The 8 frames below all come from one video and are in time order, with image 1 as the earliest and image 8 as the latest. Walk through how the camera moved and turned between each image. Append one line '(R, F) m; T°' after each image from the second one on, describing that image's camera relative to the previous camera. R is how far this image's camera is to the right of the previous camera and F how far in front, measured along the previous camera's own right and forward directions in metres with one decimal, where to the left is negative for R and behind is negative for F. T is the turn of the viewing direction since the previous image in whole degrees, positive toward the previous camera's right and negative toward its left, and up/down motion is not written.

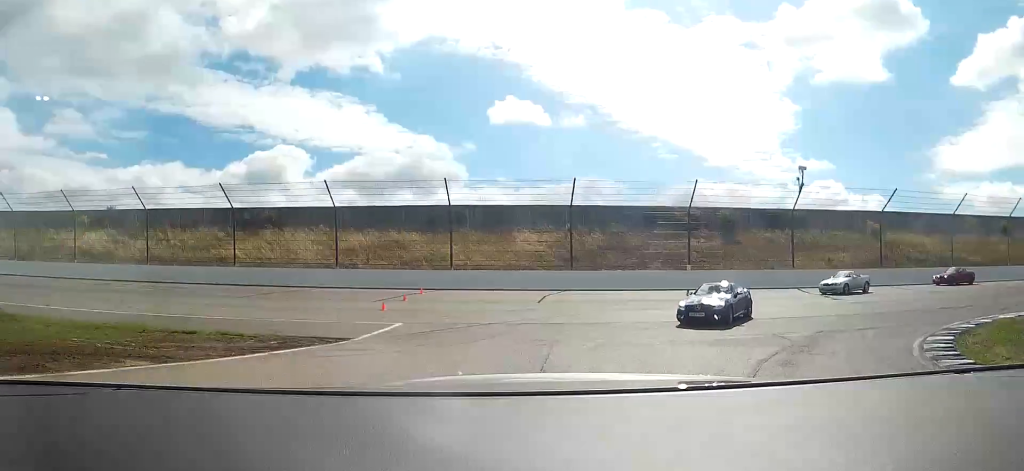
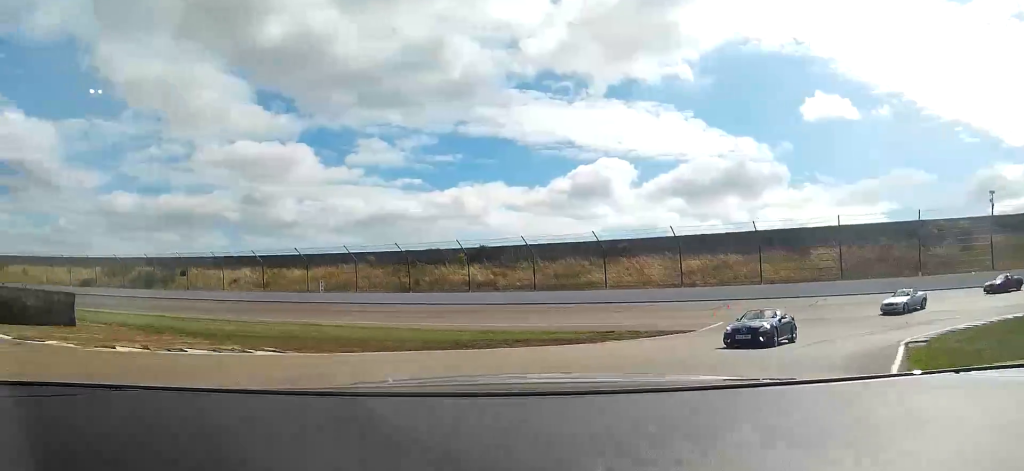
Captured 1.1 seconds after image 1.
(-4.5, +16.3) m; -26°
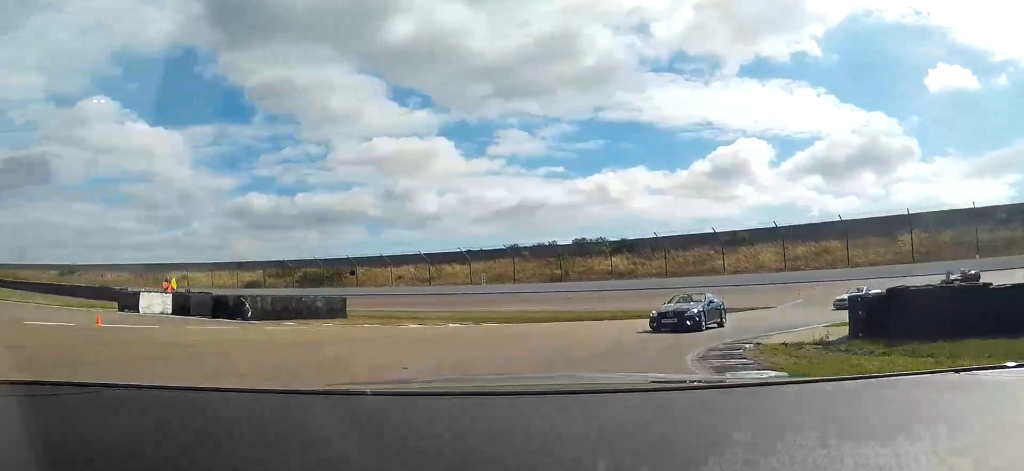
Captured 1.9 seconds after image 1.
(-1.7, +11.9) m; -13°
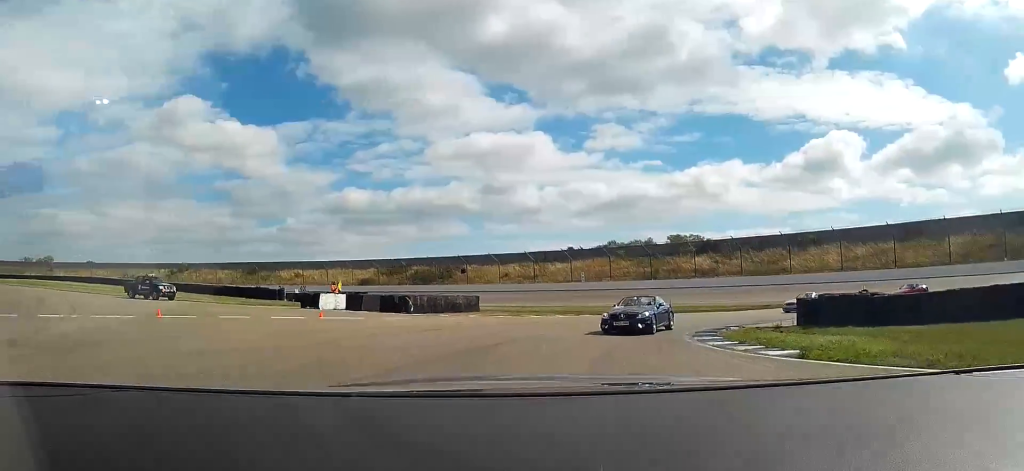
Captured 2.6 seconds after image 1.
(-0.6, +10.5) m; -7°
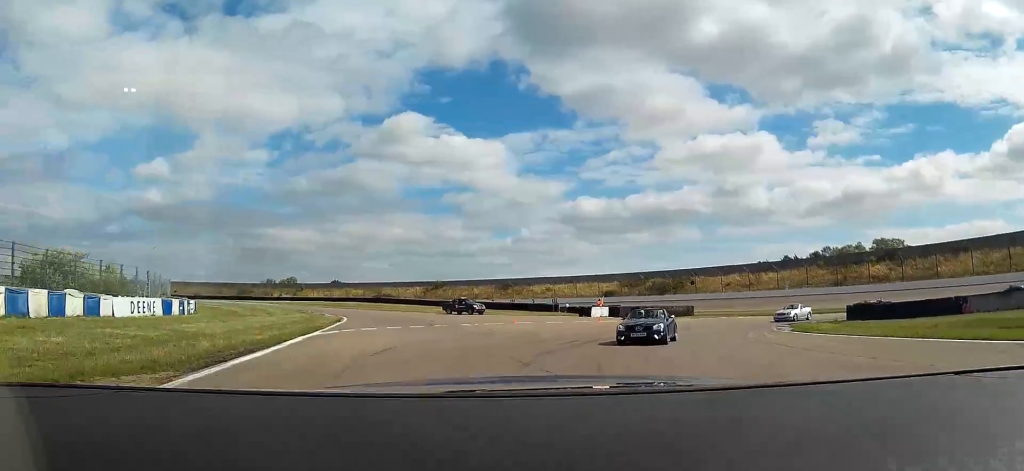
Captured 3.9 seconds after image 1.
(-2.8, +21.6) m; -17°
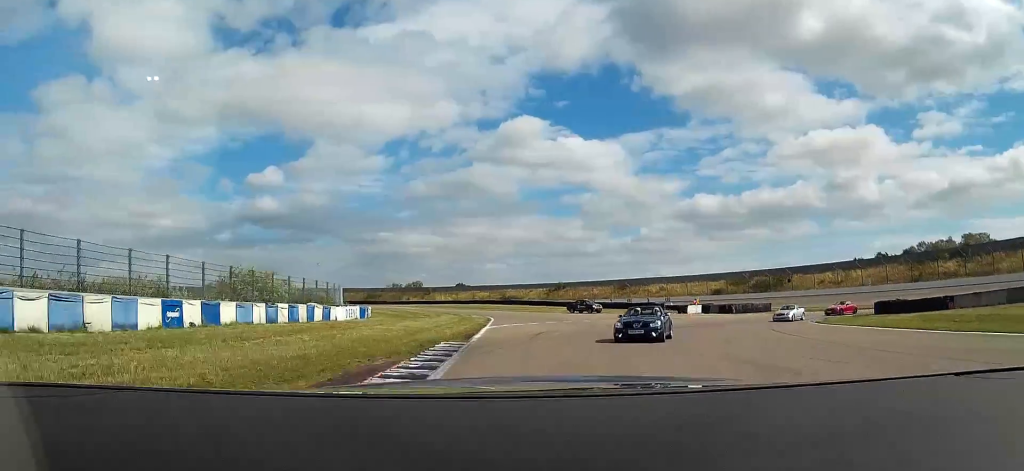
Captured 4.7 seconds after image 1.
(-1.3, +13.1) m; -9°
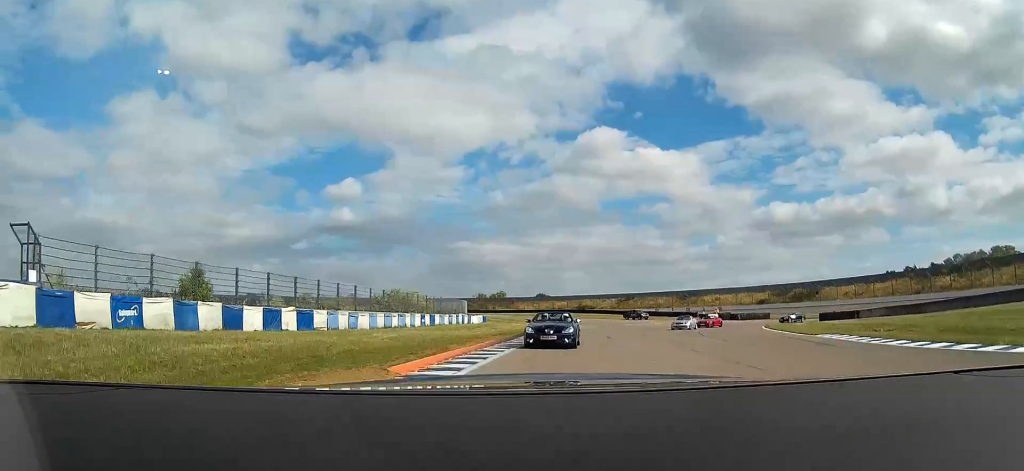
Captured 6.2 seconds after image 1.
(-3.6, +26.6) m; -13°
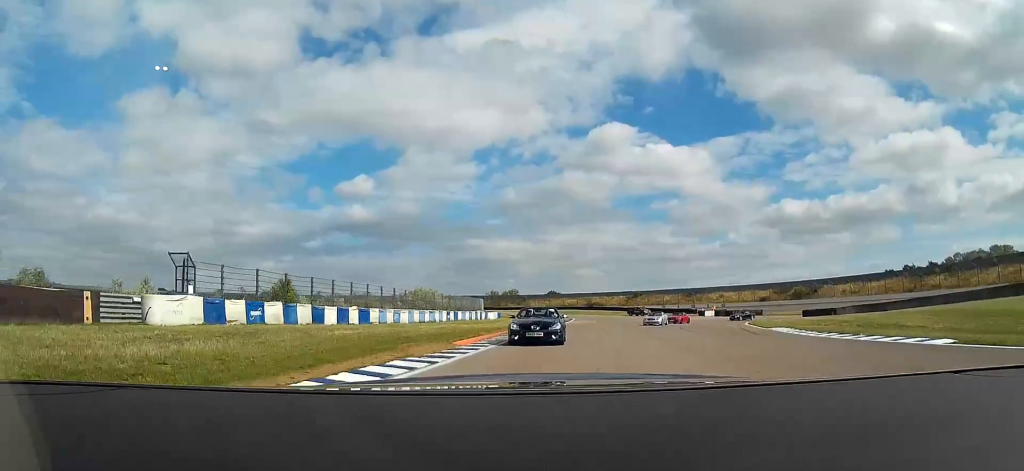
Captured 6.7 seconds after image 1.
(-0.3, +8.5) m; -3°
